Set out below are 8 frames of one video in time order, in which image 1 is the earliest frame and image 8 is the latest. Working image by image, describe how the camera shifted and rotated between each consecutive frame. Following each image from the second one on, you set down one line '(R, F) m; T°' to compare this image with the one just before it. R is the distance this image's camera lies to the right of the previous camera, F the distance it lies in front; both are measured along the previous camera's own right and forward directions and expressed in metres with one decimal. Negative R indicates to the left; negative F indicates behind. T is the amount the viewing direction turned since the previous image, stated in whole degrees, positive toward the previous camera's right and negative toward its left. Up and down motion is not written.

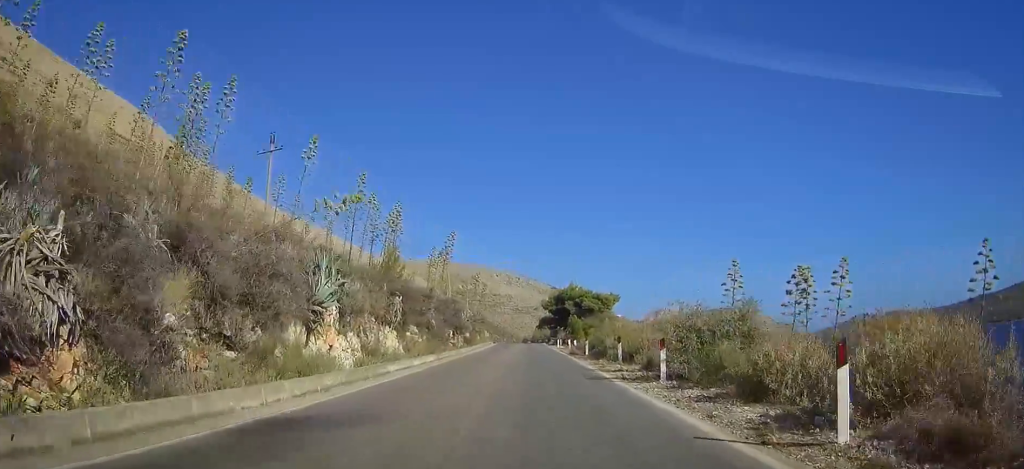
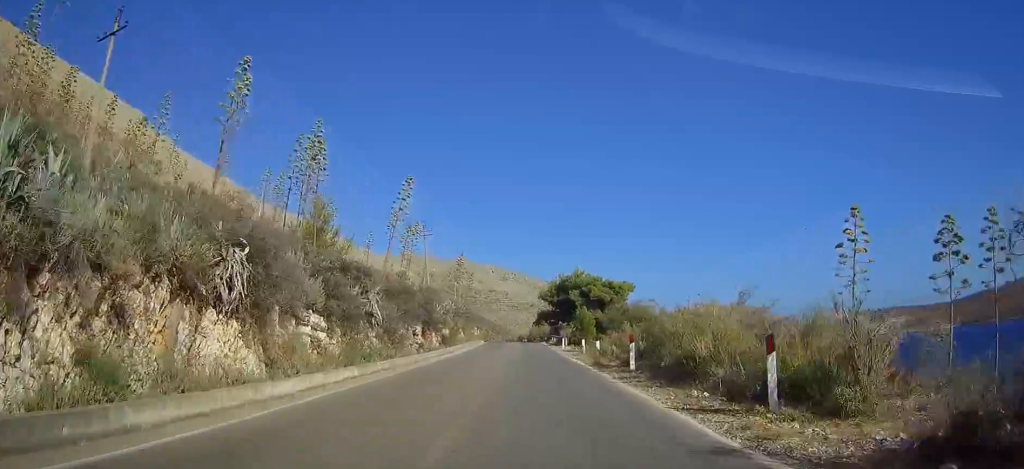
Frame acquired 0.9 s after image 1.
(0.0, +16.7) m; 0°
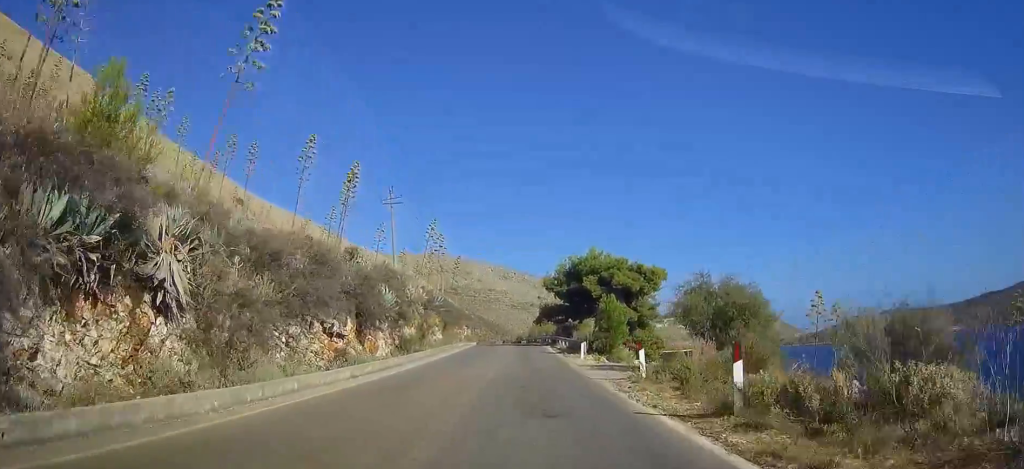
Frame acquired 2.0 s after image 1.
(0.0, +19.1) m; 0°
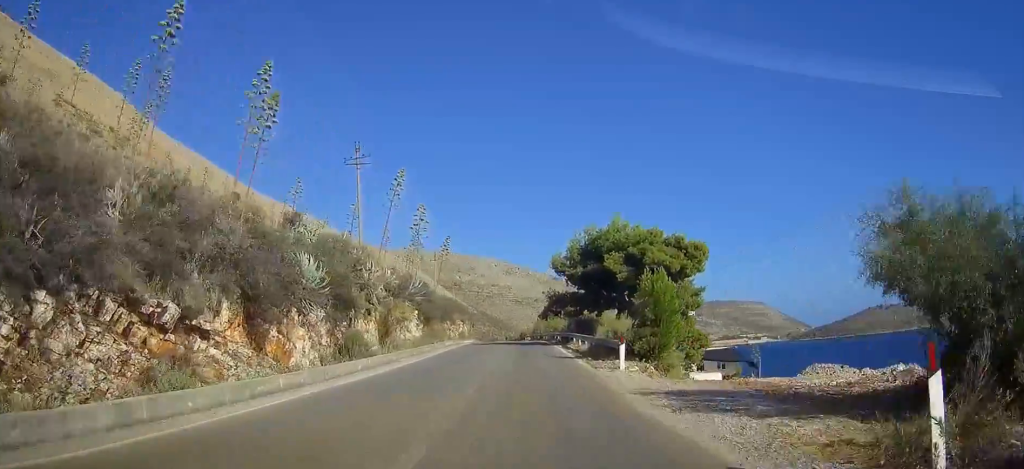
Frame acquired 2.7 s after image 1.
(-0.1, +13.1) m; 0°
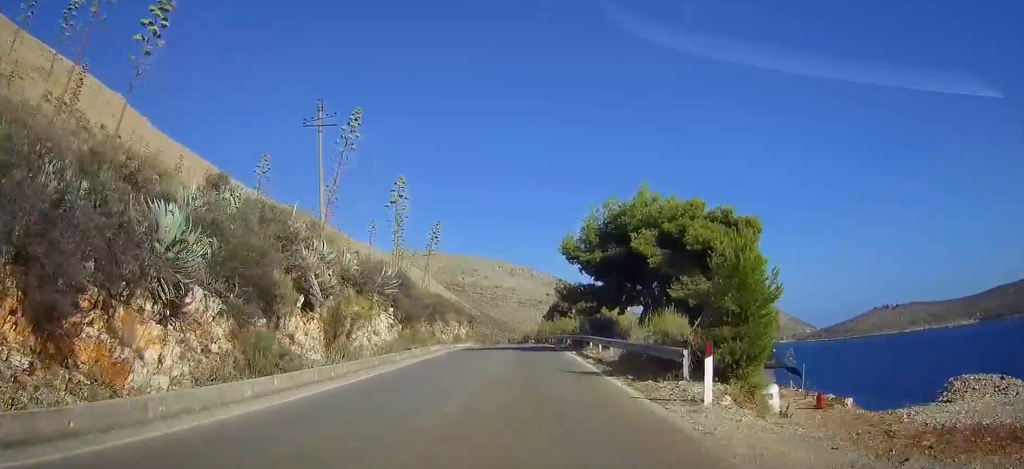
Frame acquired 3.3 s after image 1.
(0.0, +9.5) m; 0°
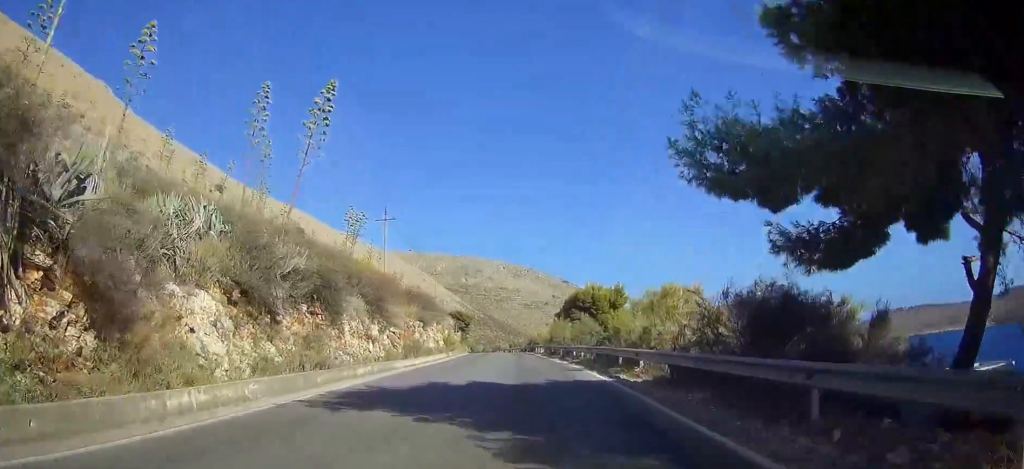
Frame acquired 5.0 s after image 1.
(-0.1, +30.7) m; 0°
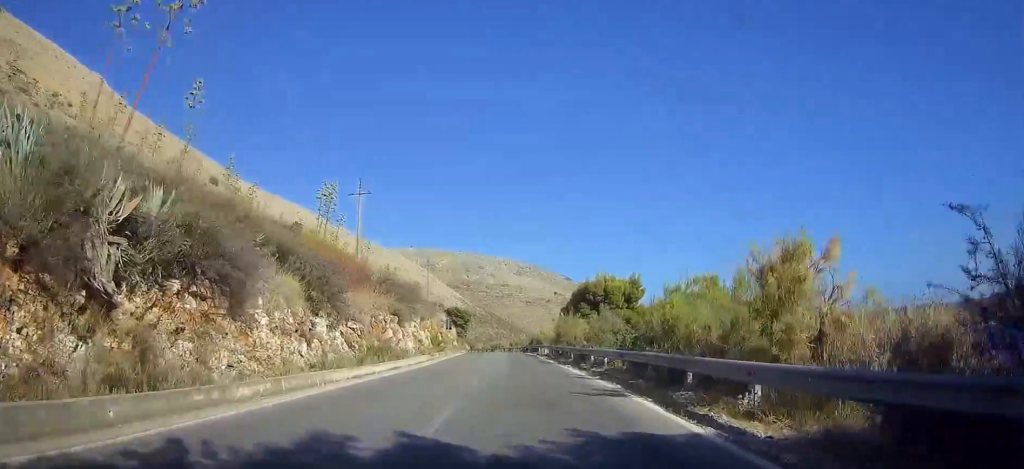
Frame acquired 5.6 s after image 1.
(0.0, +10.1) m; 0°
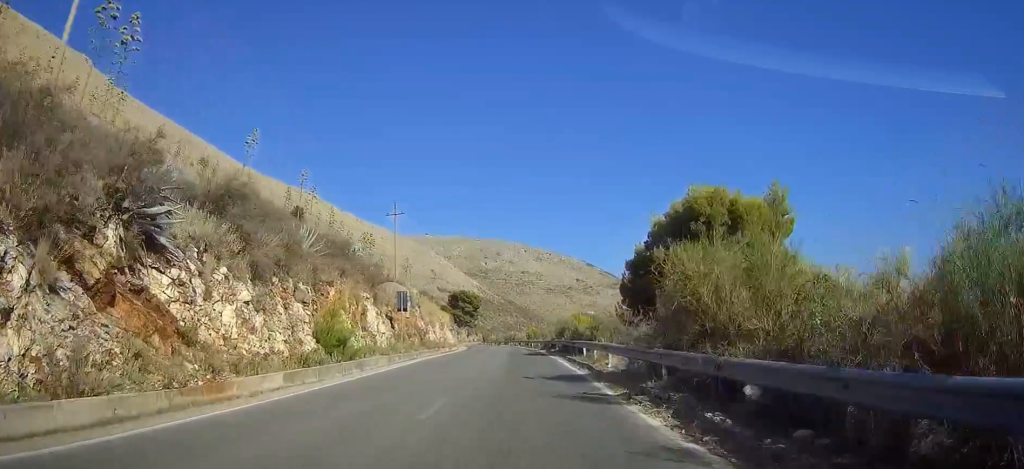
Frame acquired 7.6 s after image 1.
(-0.4, +35.8) m; -1°
